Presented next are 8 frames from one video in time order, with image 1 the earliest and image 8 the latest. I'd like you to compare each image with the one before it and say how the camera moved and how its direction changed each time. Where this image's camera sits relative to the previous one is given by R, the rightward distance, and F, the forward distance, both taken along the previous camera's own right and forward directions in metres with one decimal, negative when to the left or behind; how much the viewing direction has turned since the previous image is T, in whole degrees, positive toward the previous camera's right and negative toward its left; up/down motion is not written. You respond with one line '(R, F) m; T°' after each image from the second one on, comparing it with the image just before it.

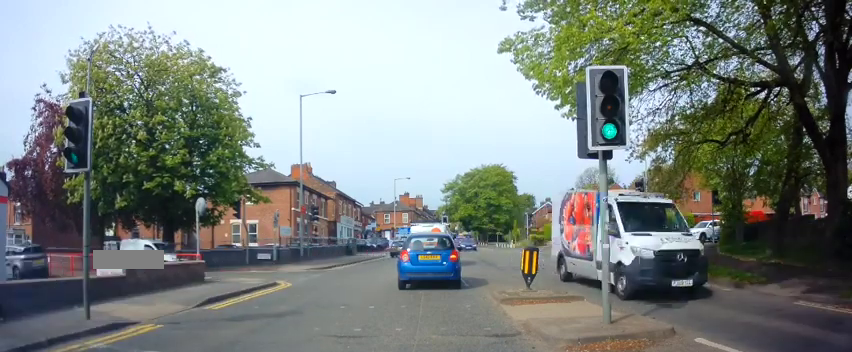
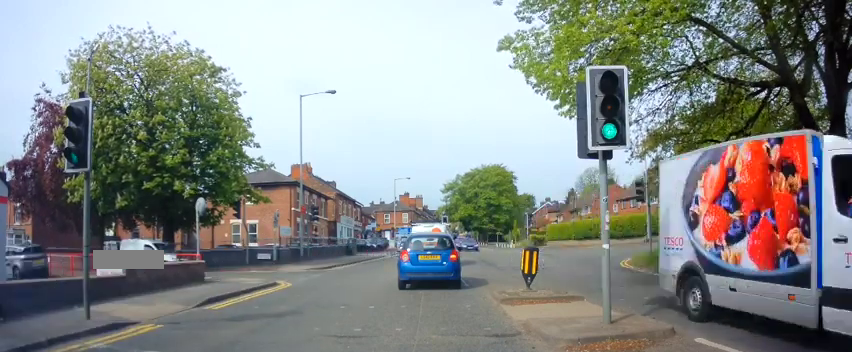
(0.0, 0.0) m; 0°
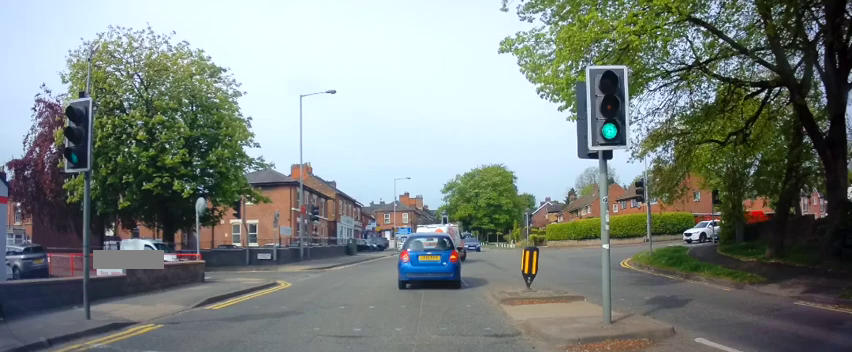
(0.0, 0.0) m; 0°
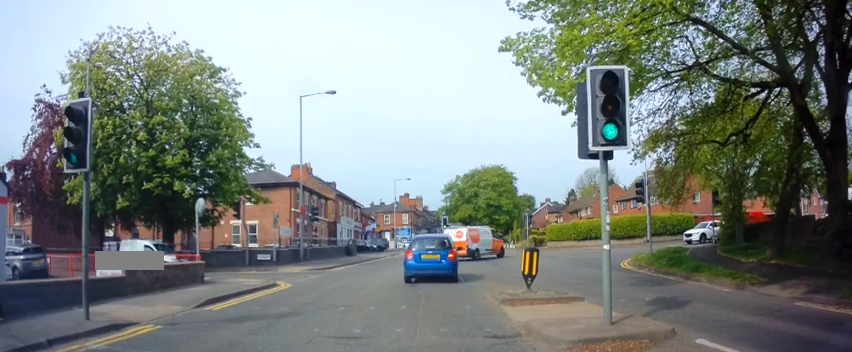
(0.0, 0.0) m; 0°
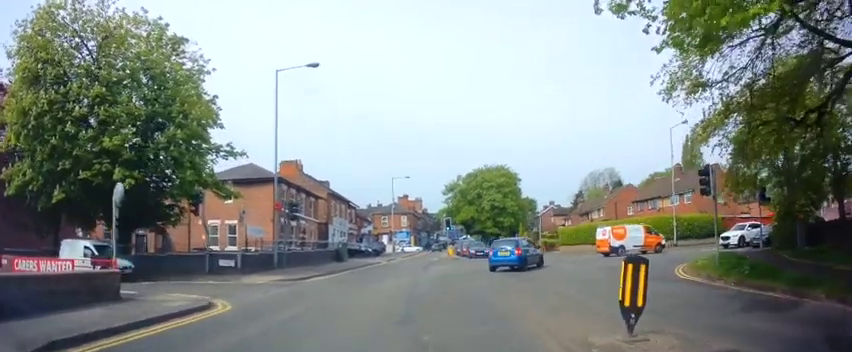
(+0.2, +3.8) m; +5°
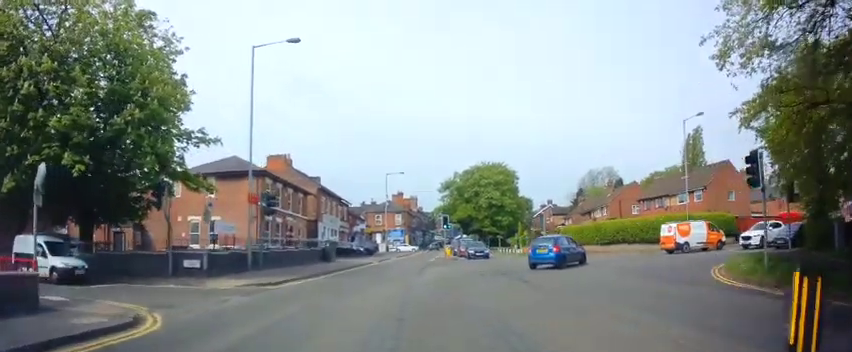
(-0.2, +2.3) m; +6°
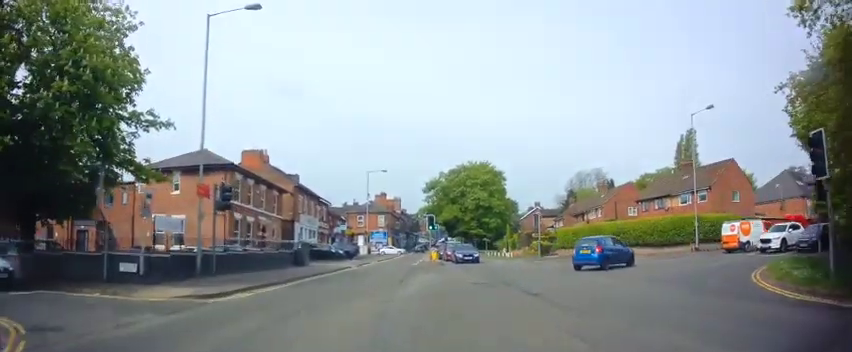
(+0.4, +2.8) m; +6°
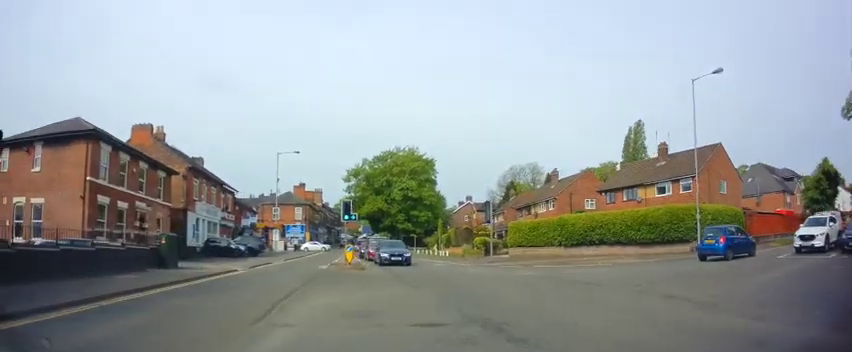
(+0.7, +7.5) m; +11°
